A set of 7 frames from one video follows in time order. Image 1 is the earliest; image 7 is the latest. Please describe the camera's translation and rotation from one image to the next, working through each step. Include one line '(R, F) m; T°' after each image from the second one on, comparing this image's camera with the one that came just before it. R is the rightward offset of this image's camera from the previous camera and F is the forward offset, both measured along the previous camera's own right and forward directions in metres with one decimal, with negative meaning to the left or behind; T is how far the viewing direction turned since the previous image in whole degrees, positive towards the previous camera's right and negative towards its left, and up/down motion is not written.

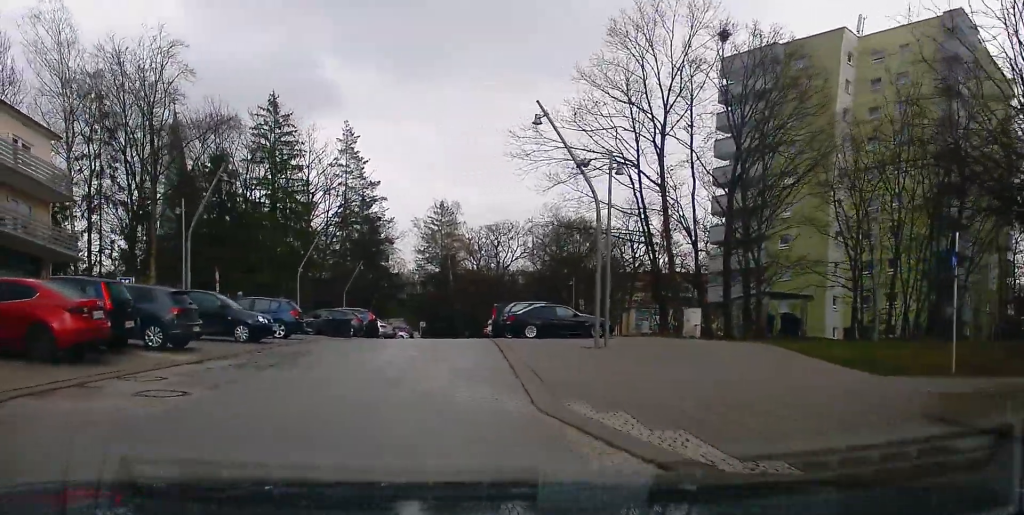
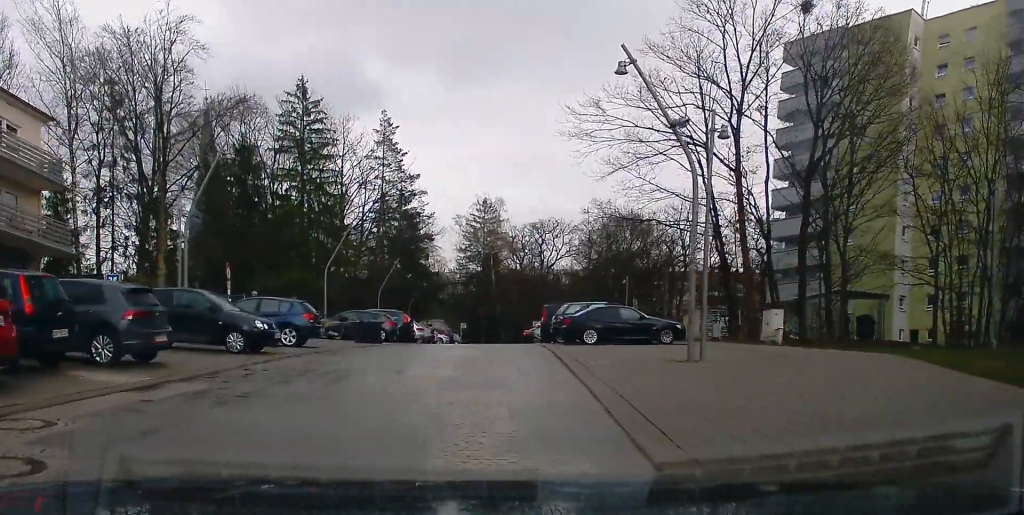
(-0.2, +4.6) m; 0°
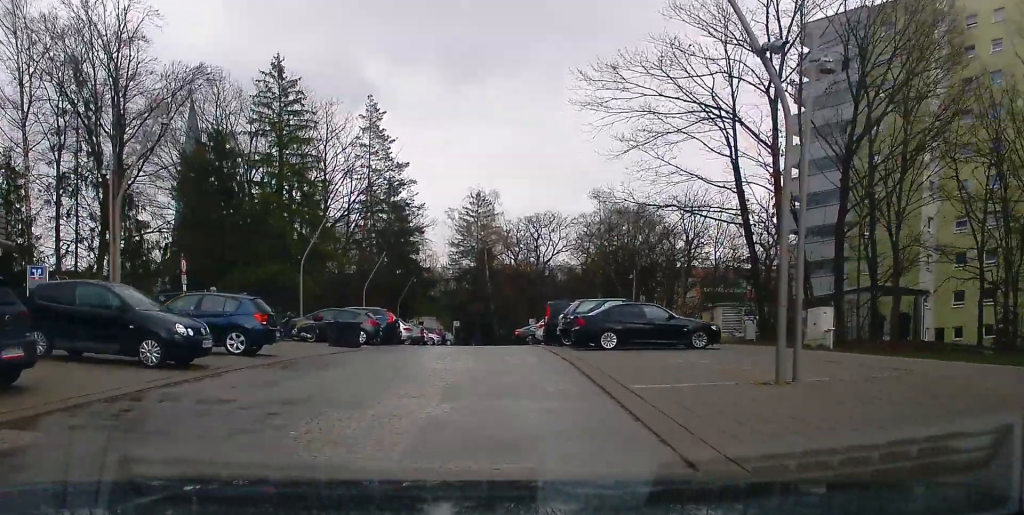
(-0.2, +4.6) m; 0°
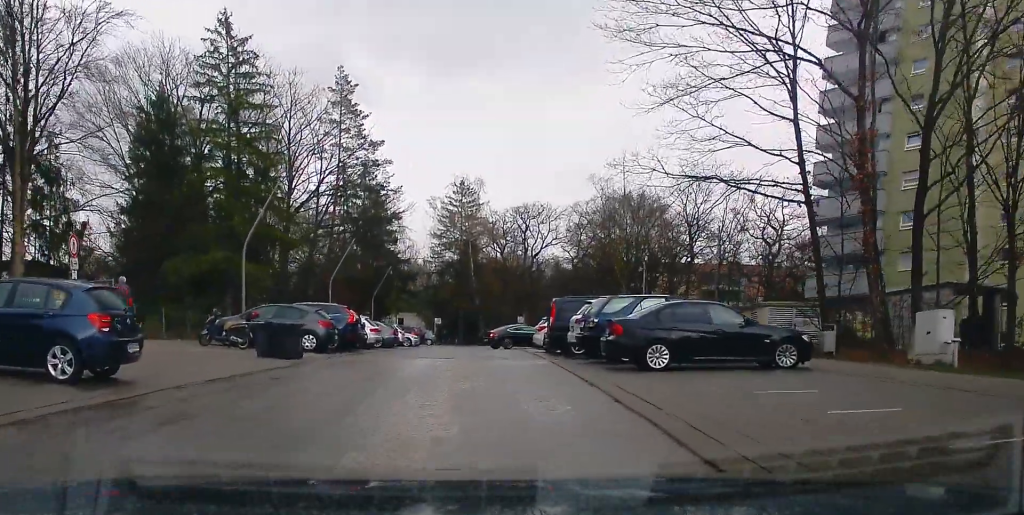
(+0.3, +7.2) m; 0°
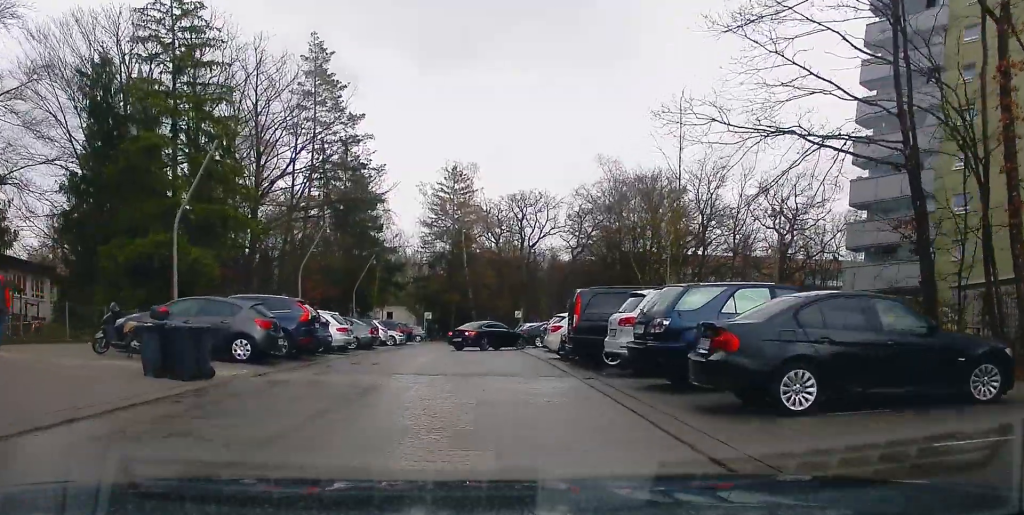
(0.0, +7.1) m; -2°
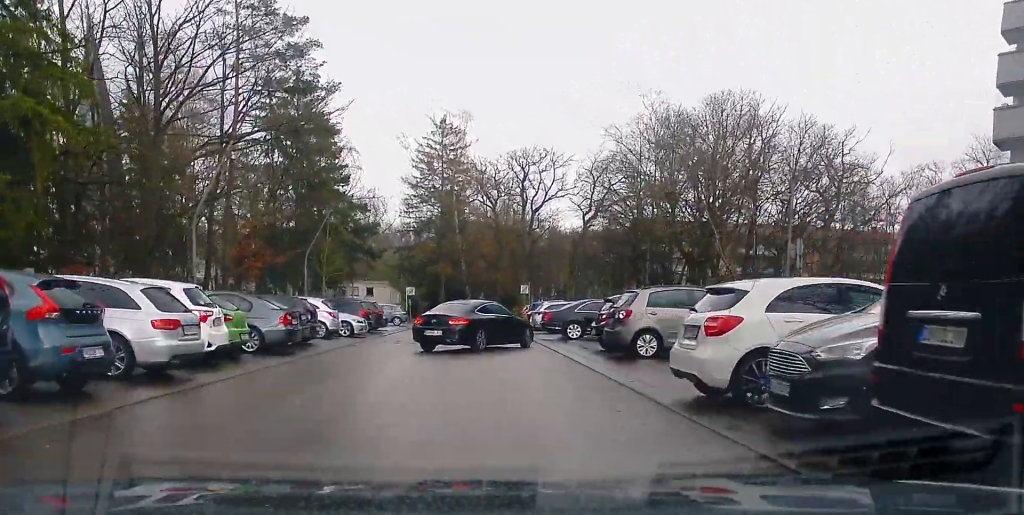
(-1.1, +16.1) m; -3°
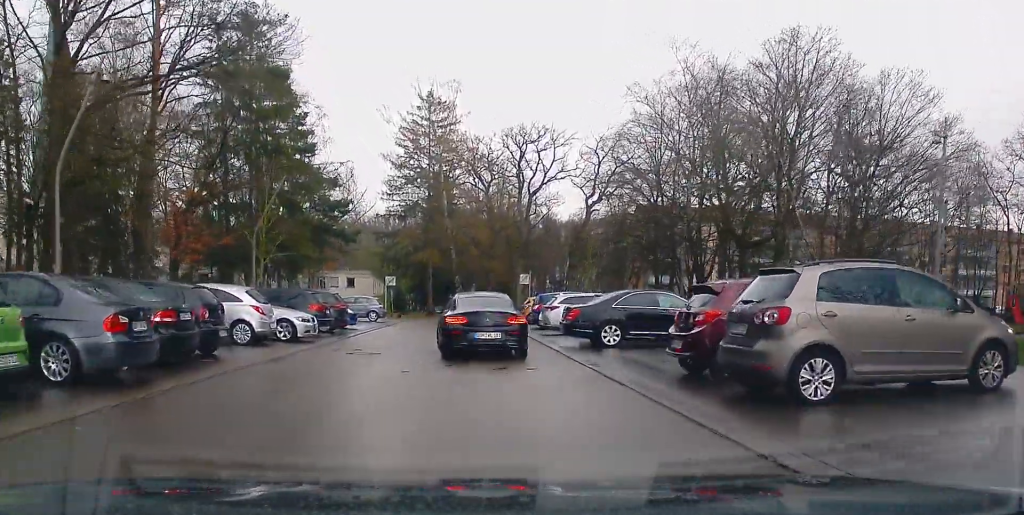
(+0.5, +12.6) m; +2°
